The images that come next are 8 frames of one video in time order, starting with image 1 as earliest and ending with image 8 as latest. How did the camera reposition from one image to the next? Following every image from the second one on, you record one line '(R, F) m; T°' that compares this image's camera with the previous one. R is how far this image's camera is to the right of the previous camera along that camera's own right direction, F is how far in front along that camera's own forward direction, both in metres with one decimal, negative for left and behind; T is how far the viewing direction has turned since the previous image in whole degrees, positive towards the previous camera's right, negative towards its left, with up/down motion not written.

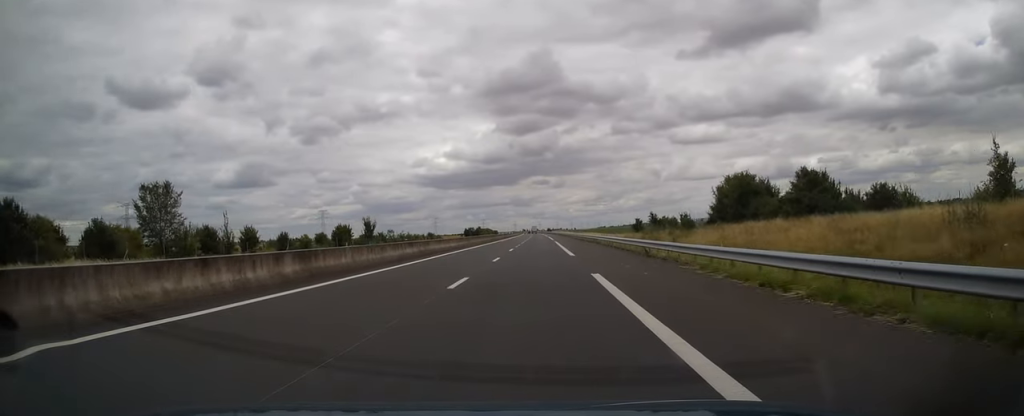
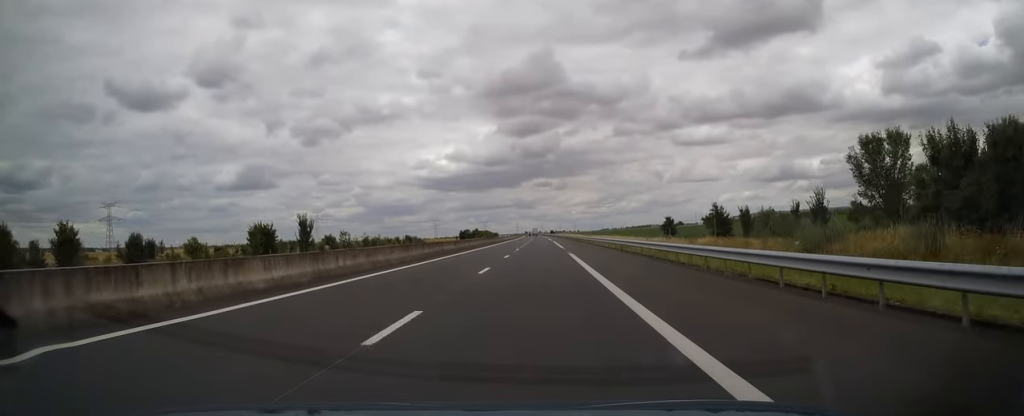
(-0.3, +32.8) m; 0°
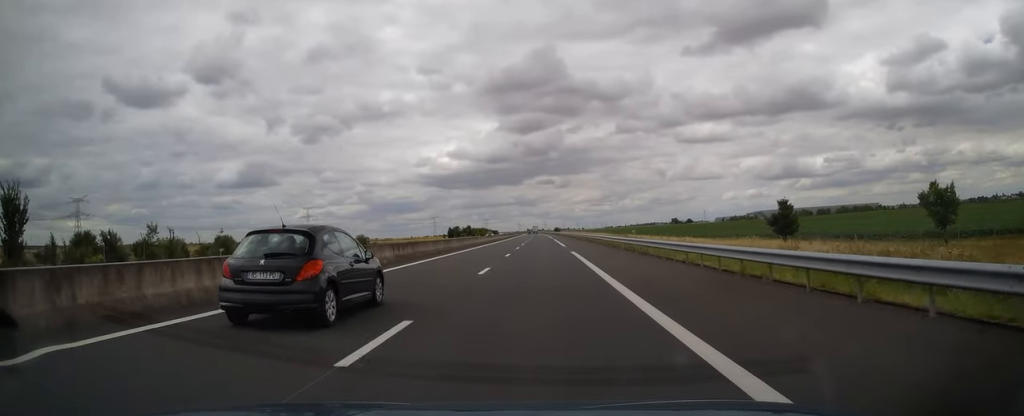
(-0.1, +52.8) m; -1°
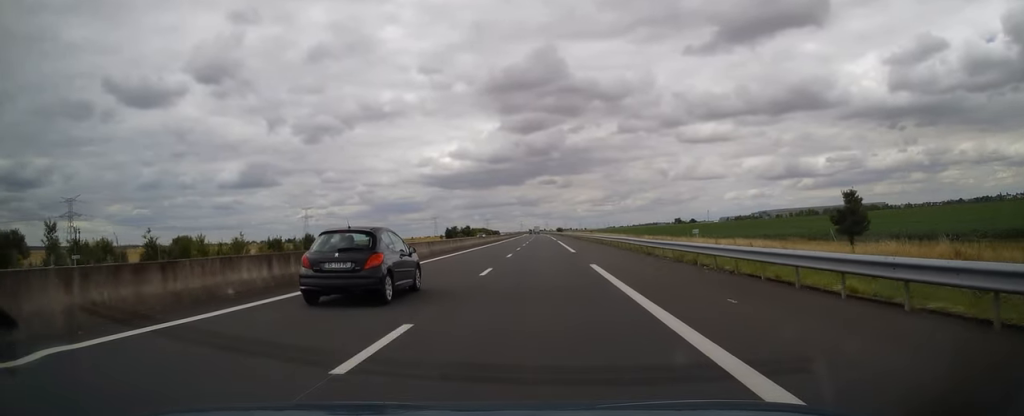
(0.0, +13.2) m; 0°
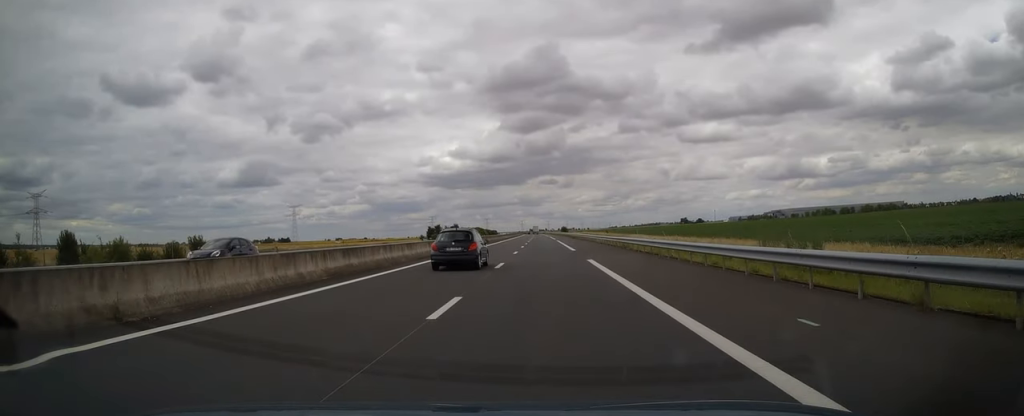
(+0.6, +47.9) m; 0°
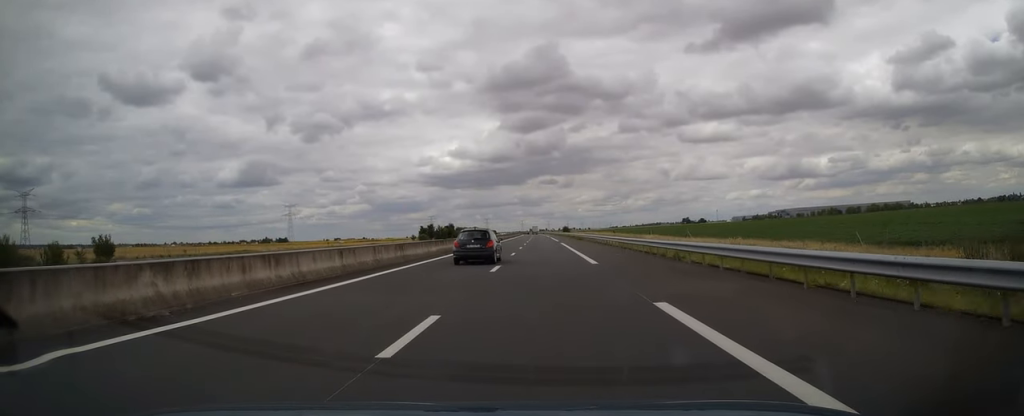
(-0.2, +15.6) m; 0°
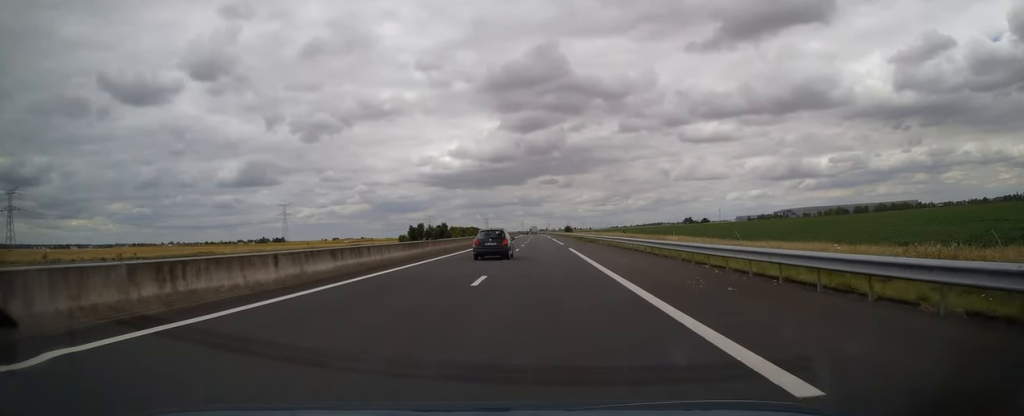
(-0.1, +18.6) m; 0°
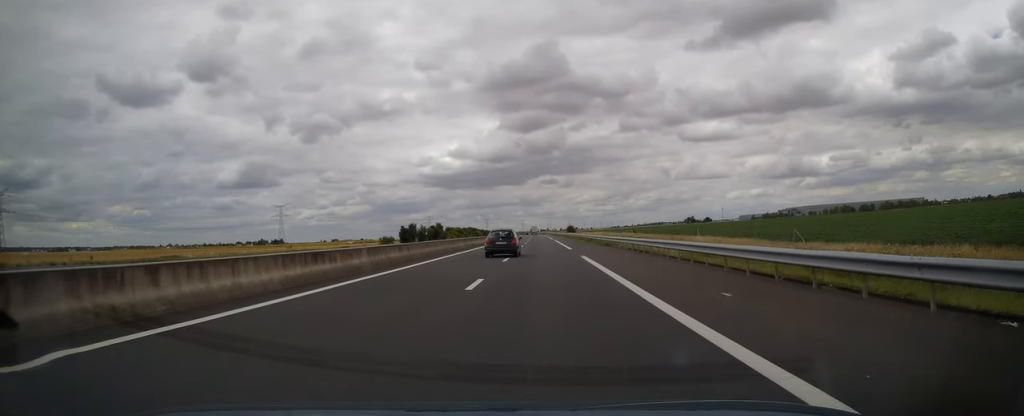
(0.0, +13.7) m; 0°
